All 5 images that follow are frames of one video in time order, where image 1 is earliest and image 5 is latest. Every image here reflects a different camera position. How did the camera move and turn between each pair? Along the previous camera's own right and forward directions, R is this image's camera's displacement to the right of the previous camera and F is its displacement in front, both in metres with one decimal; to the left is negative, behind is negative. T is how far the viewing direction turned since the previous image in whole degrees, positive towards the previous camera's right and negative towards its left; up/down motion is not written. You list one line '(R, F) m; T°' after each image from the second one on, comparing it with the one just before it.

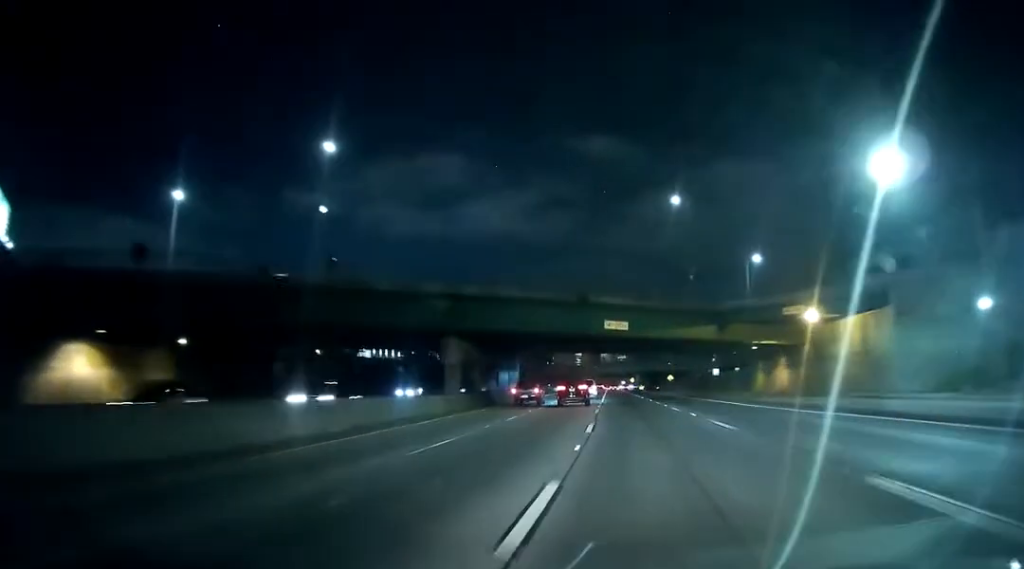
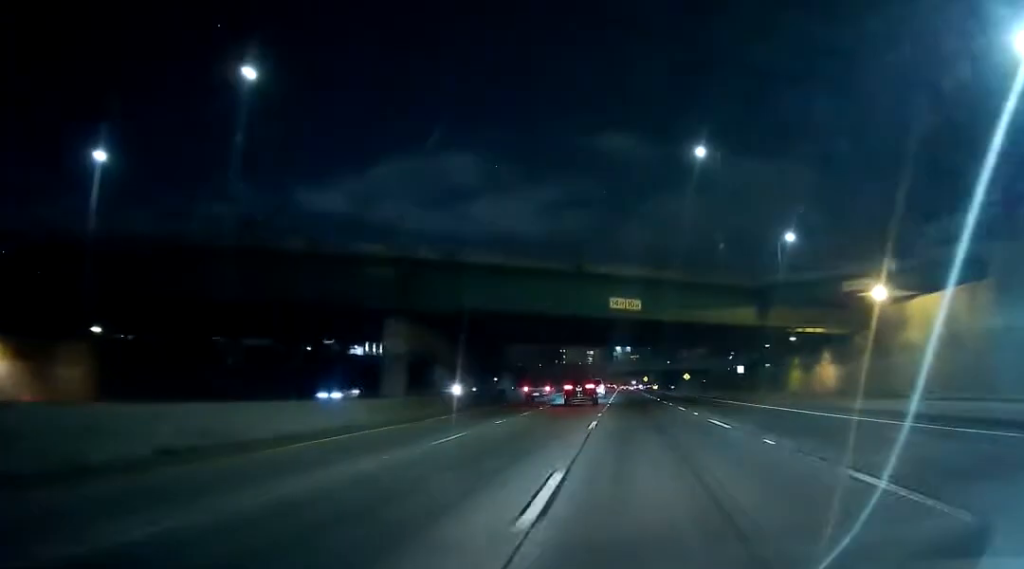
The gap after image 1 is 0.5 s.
(-0.3, +13.3) m; -1°
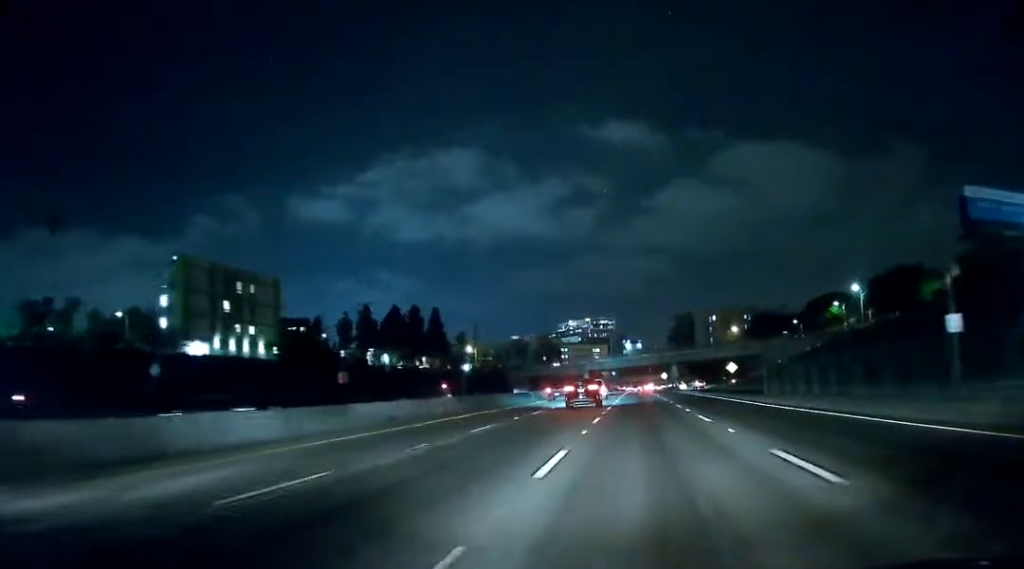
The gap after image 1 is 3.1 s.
(-1.5, +67.9) m; -1°
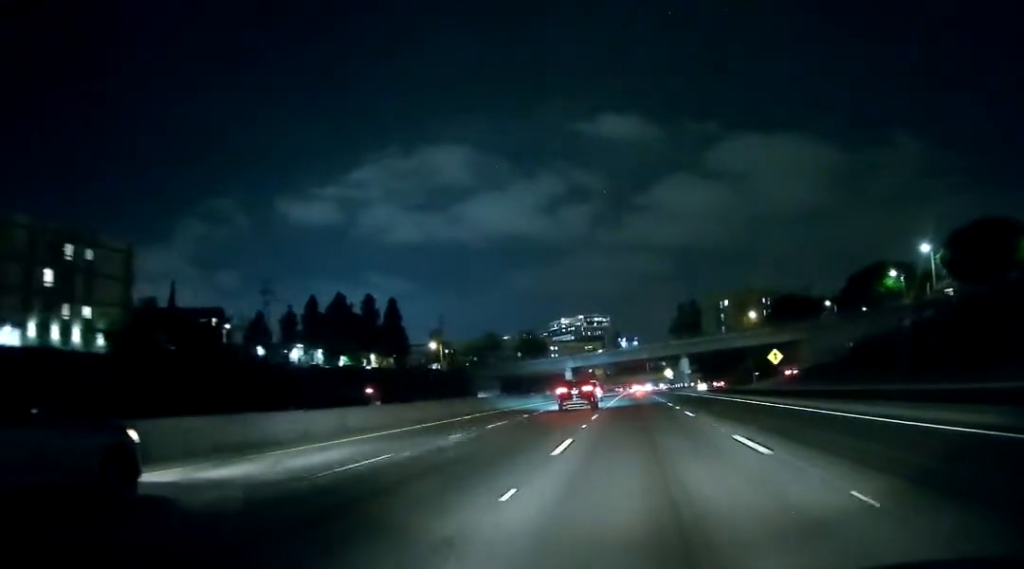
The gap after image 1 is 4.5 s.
(+0.7, +39.5) m; +1°
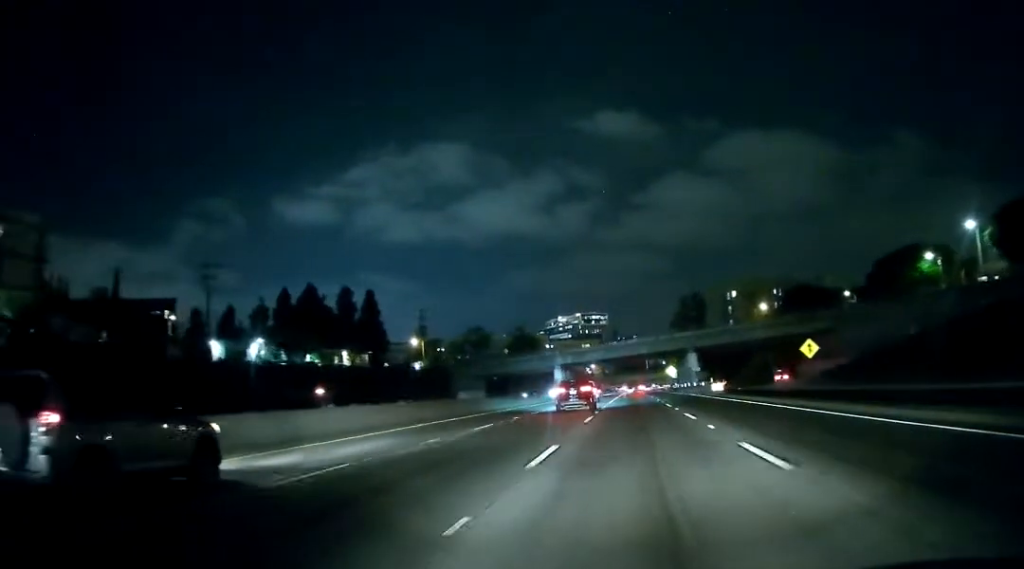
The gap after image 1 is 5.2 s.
(0.0, +17.2) m; -1°
